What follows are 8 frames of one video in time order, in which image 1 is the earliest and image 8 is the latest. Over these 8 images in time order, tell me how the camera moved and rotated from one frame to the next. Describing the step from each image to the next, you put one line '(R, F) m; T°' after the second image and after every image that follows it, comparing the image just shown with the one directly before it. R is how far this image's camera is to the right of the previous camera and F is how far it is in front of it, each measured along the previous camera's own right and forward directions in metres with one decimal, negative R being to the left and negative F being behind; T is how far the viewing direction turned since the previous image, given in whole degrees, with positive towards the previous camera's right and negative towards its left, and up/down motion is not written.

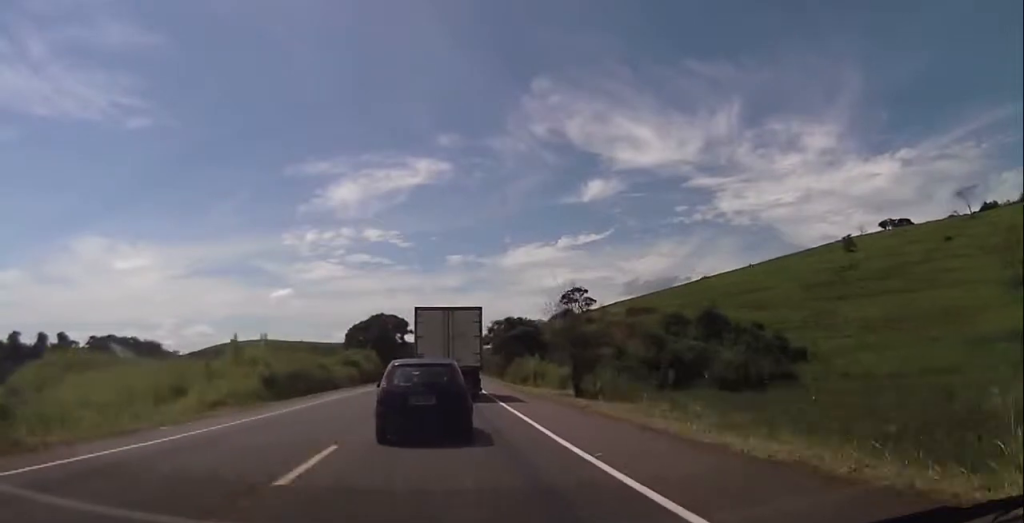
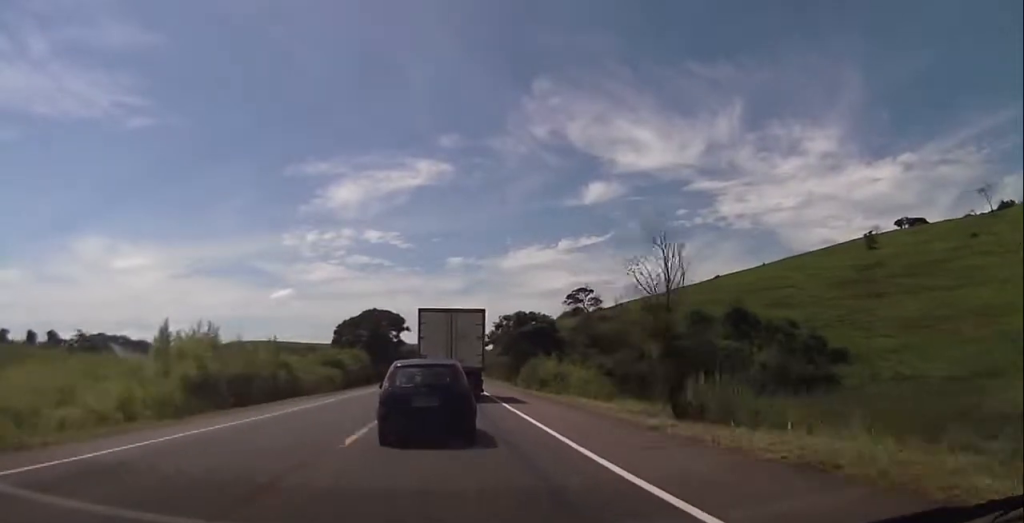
(0.0, +13.6) m; 0°
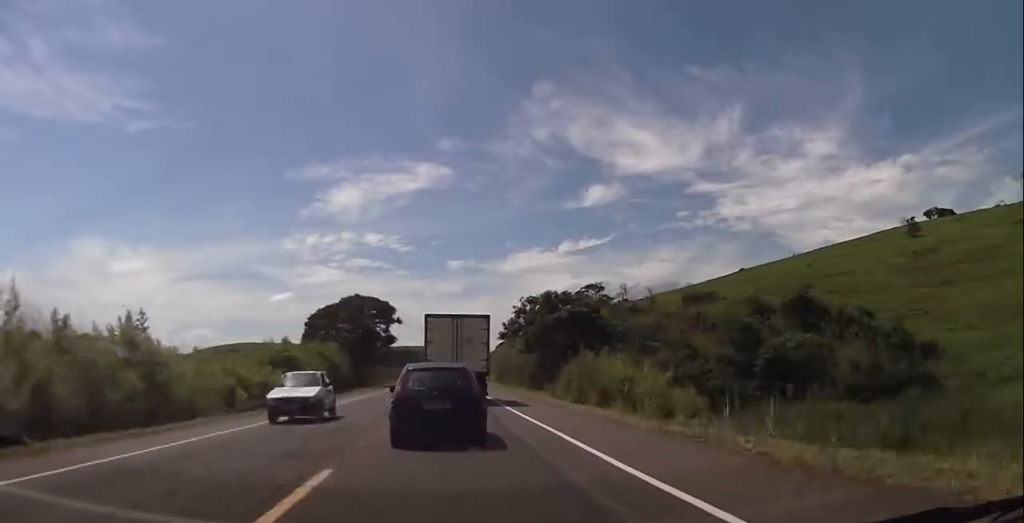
(+0.1, +24.3) m; 0°
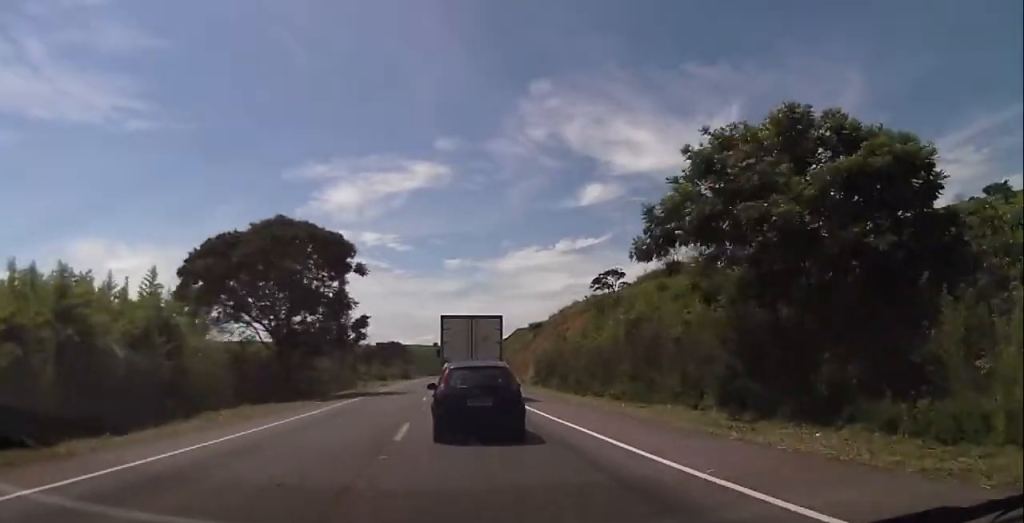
(-0.3, +45.2) m; +1°
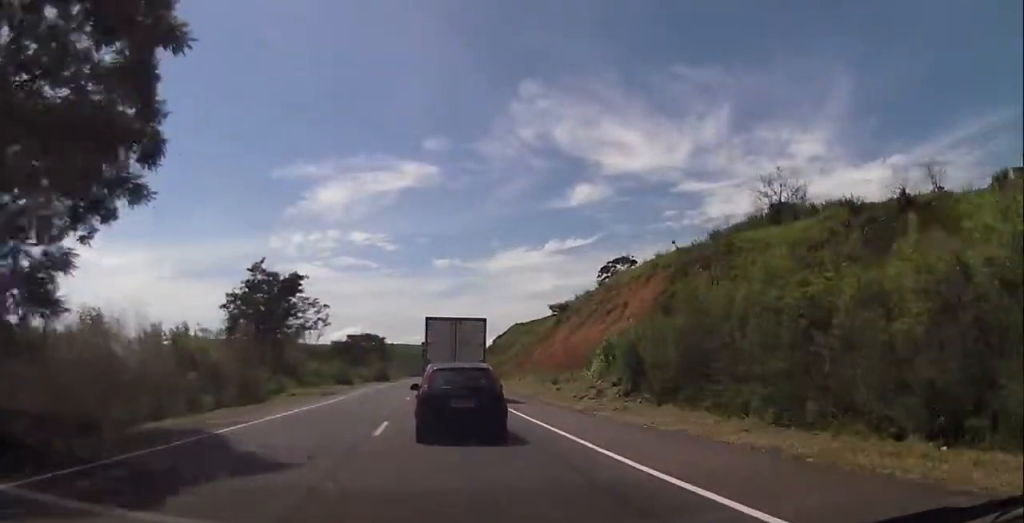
(+0.7, +34.7) m; 0°
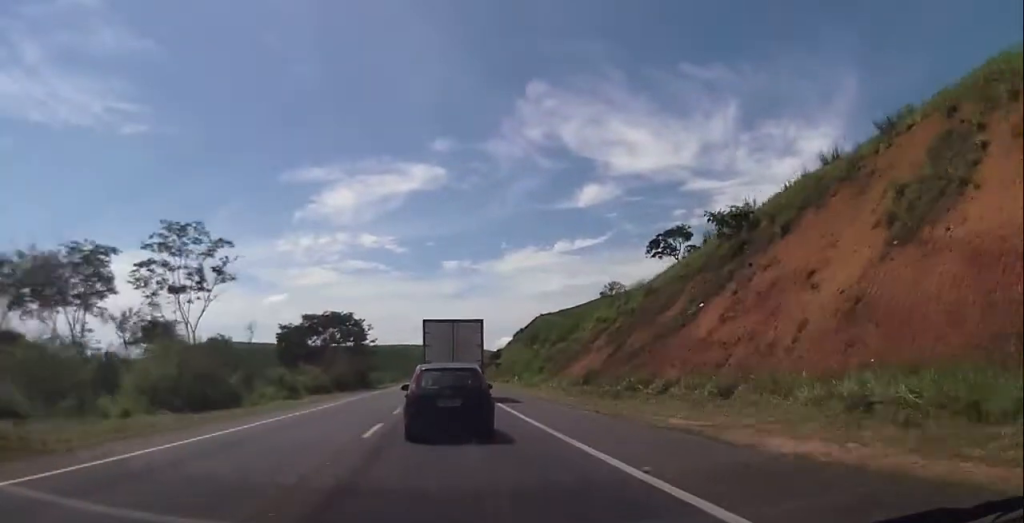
(-1.2, +52.2) m; -1°
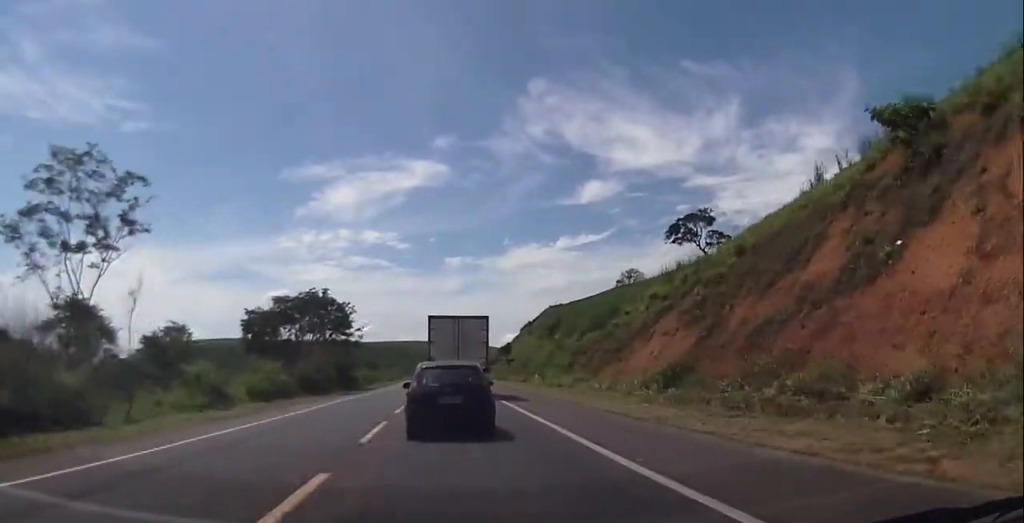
(+0.1, +16.4) m; 0°
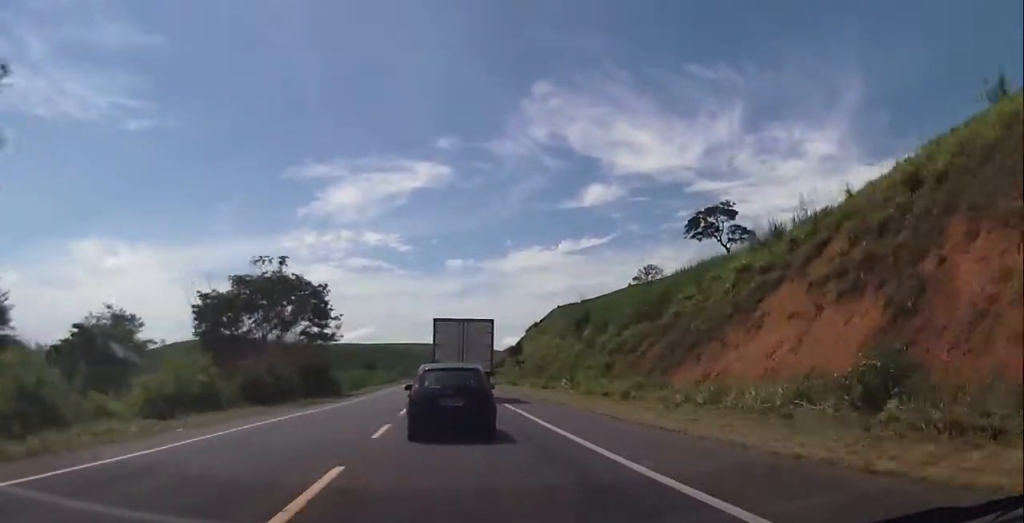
(0.0, +14.6) m; 0°
